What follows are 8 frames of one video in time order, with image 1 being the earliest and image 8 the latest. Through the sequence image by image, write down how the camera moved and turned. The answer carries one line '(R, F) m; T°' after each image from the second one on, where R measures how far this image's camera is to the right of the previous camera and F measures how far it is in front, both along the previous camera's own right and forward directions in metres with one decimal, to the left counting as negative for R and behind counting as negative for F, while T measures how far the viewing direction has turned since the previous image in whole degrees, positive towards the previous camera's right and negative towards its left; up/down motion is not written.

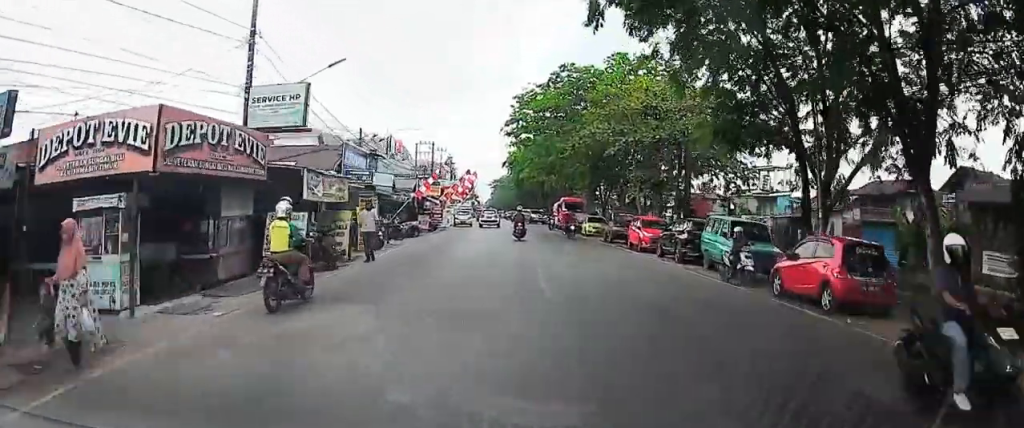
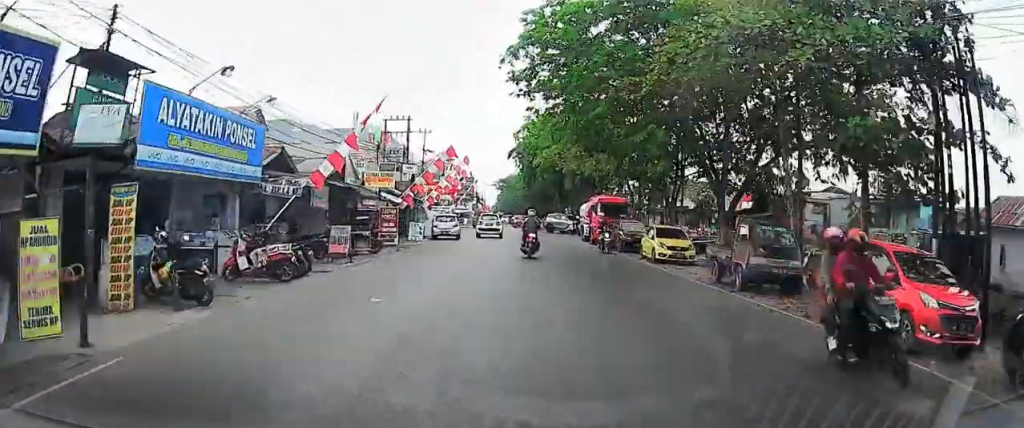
(0.0, +21.4) m; +1°
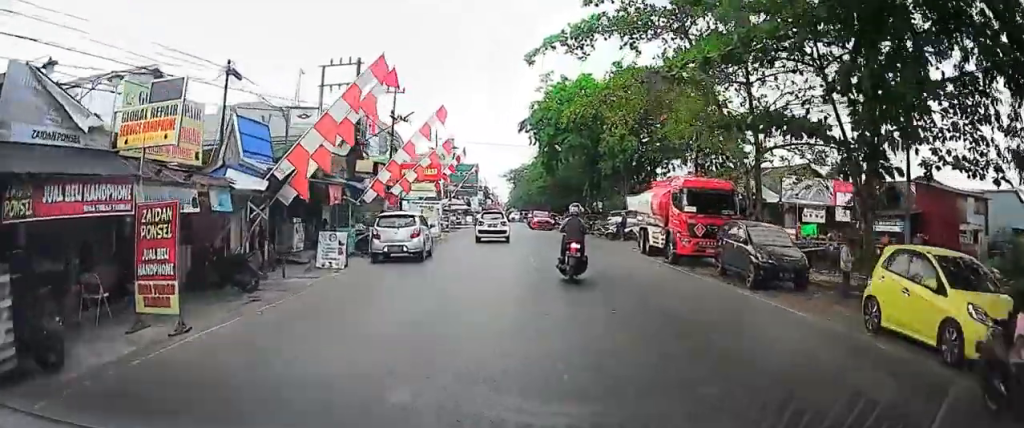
(+0.5, +21.1) m; +1°
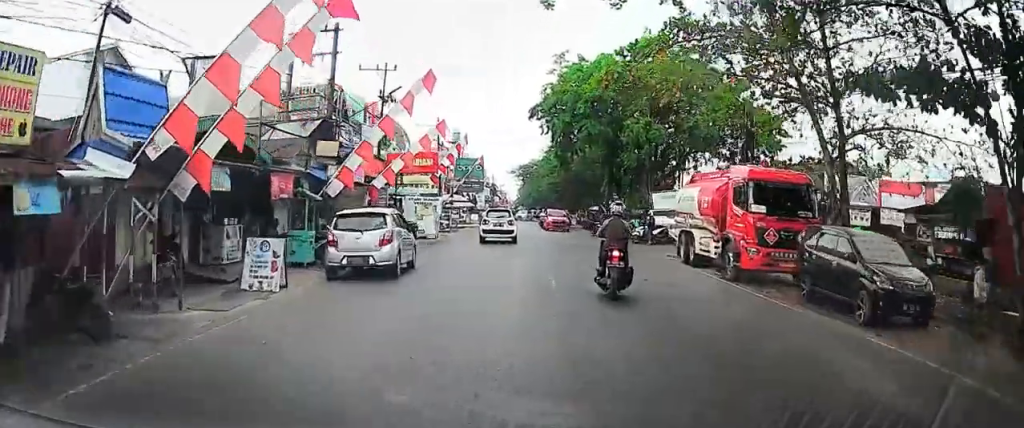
(-0.1, +6.7) m; 0°
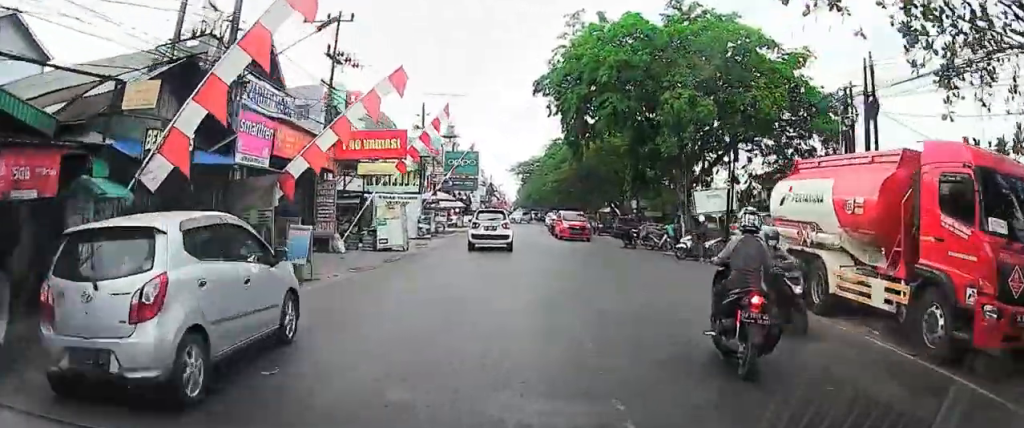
(-0.1, +11.0) m; -1°
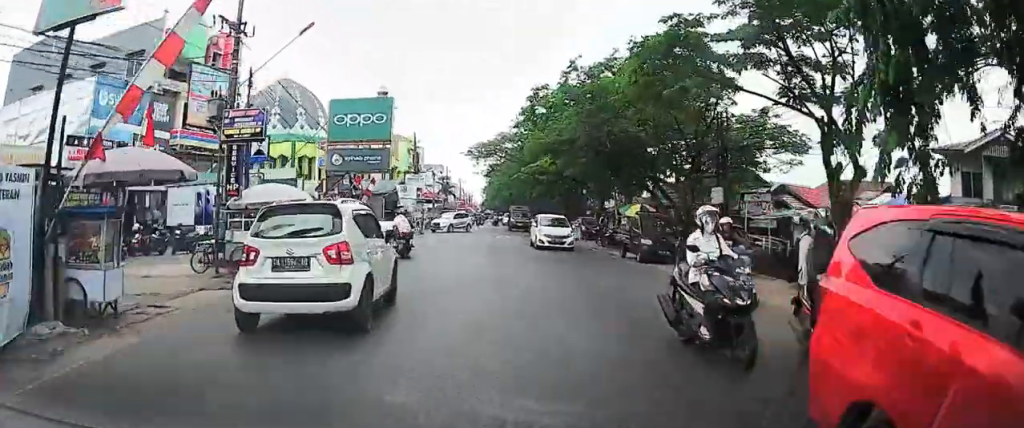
(-0.1, +28.3) m; -1°
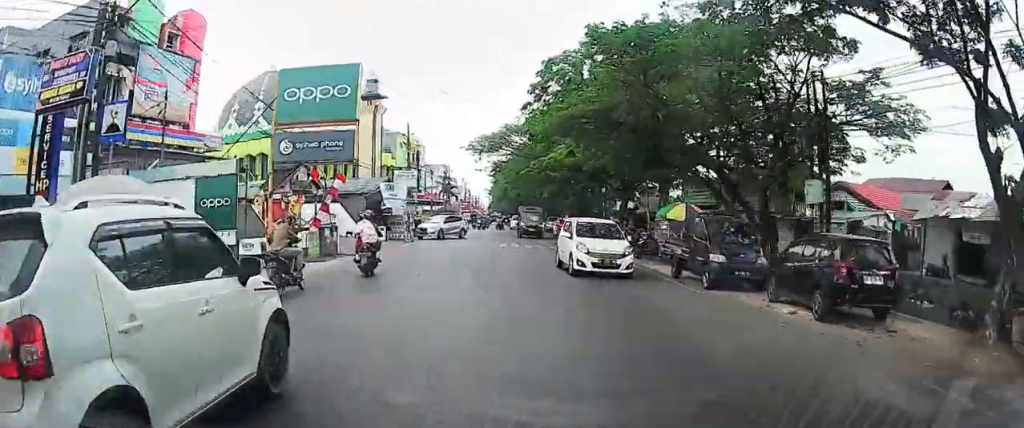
(0.0, +7.0) m; 0°
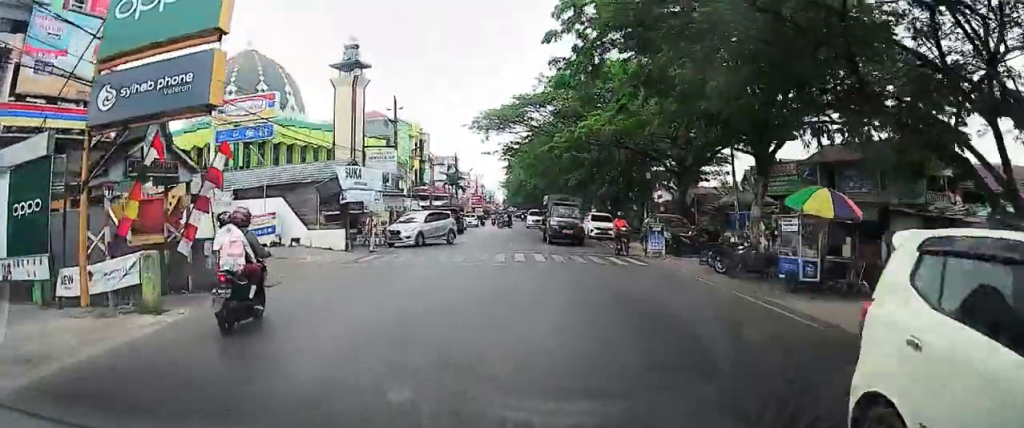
(-0.1, +10.1) m; 0°
